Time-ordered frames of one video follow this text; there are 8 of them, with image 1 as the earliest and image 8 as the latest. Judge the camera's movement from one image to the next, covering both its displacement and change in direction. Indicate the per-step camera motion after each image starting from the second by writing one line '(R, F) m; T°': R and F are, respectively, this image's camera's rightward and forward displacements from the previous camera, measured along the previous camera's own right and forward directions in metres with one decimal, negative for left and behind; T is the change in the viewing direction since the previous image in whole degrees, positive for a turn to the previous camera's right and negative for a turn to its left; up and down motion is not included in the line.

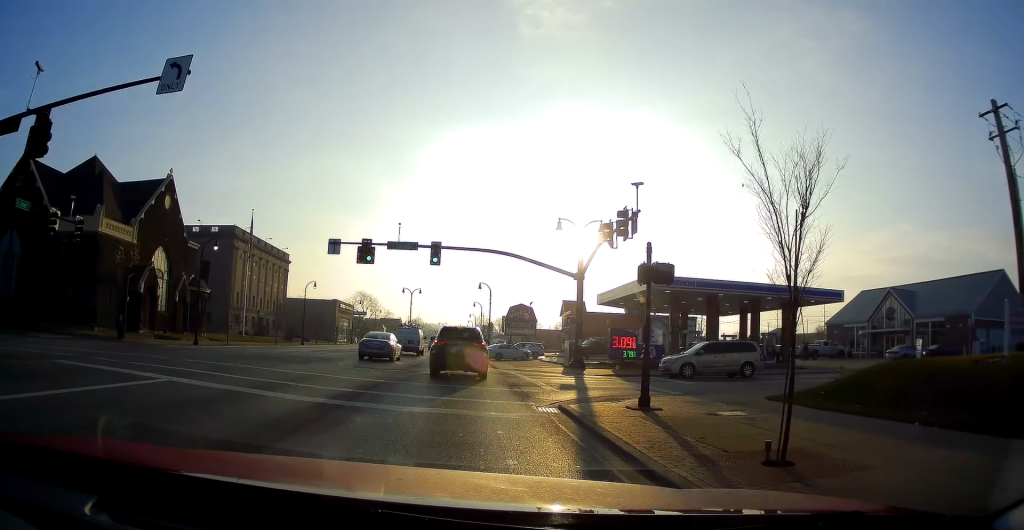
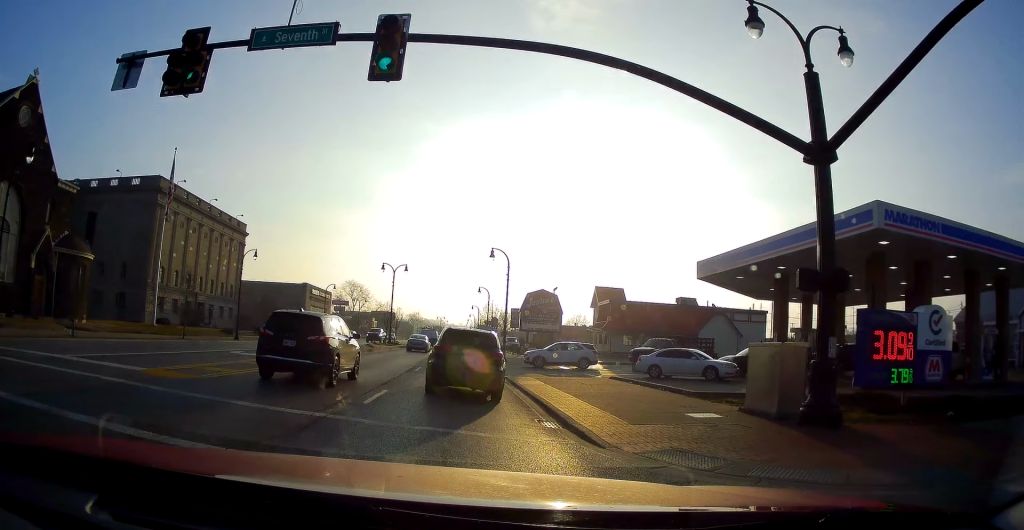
(-0.9, +24.0) m; -2°
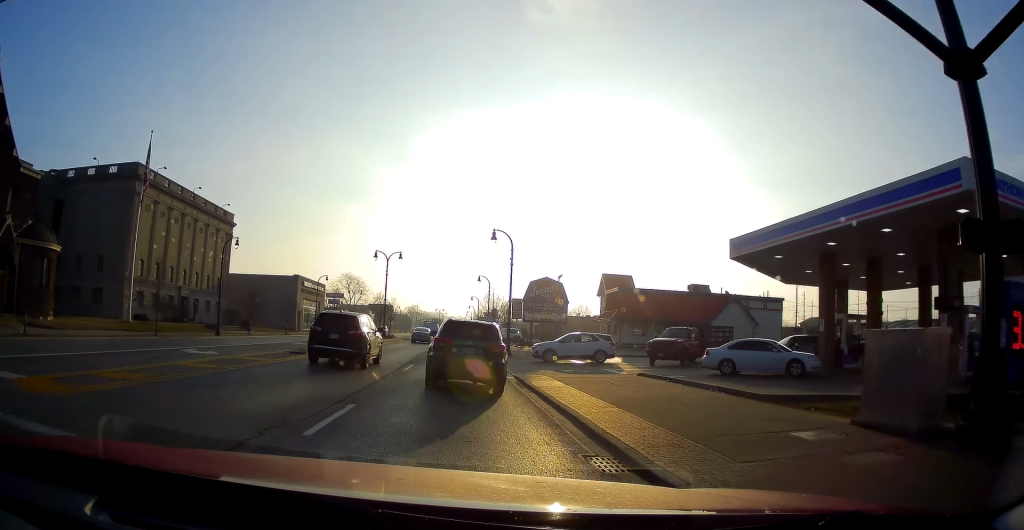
(-0.2, +4.6) m; +1°
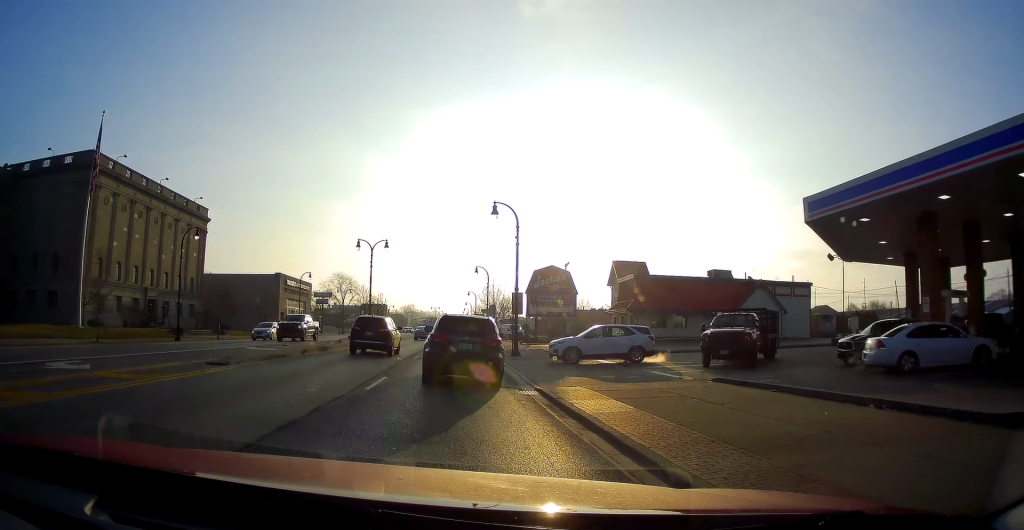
(+0.1, +7.4) m; 0°
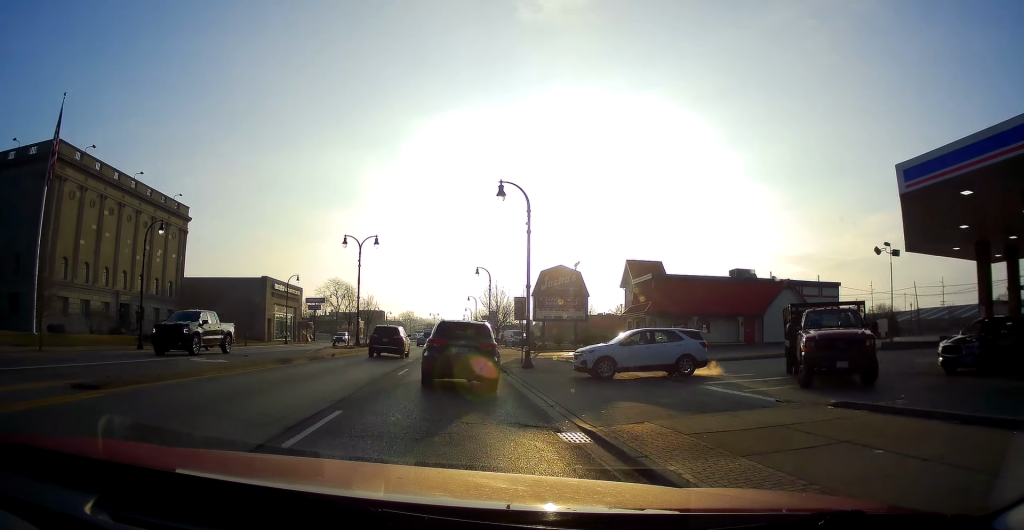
(+0.1, +5.7) m; -1°
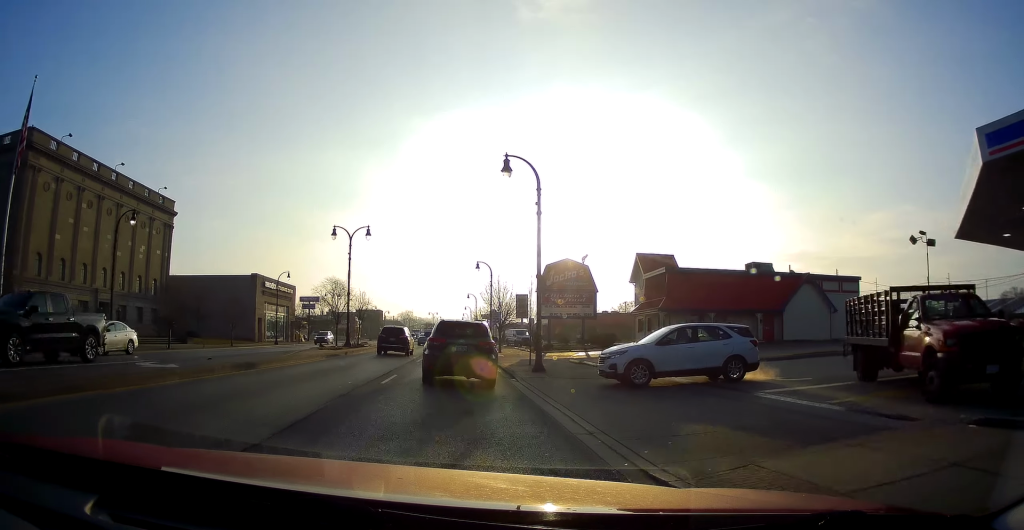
(-0.2, +3.7) m; -1°
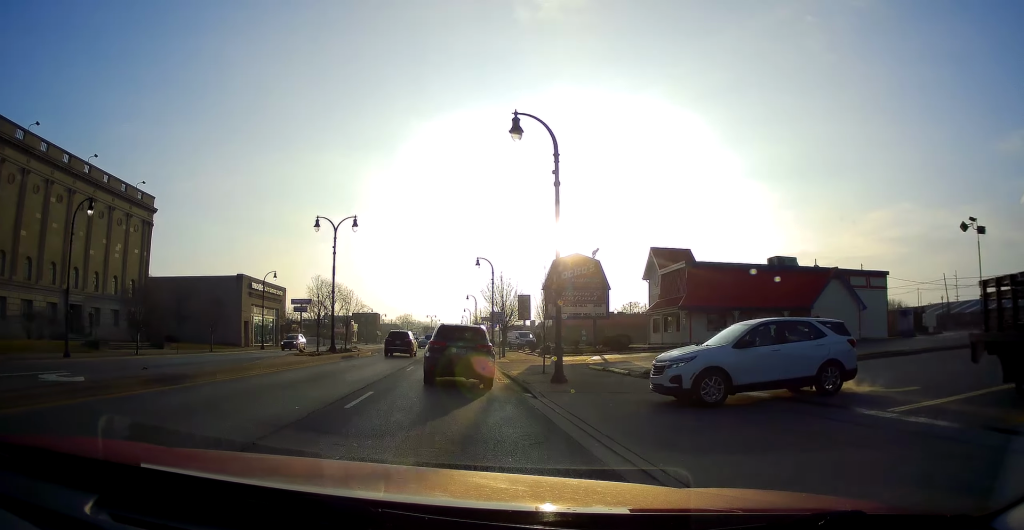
(0.0, +4.6) m; 0°
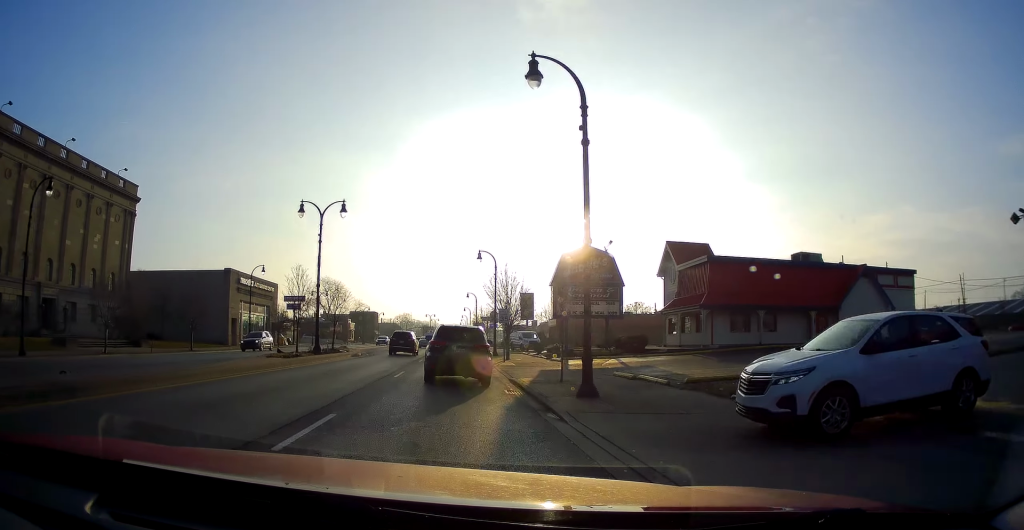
(0.0, +3.9) m; +1°
